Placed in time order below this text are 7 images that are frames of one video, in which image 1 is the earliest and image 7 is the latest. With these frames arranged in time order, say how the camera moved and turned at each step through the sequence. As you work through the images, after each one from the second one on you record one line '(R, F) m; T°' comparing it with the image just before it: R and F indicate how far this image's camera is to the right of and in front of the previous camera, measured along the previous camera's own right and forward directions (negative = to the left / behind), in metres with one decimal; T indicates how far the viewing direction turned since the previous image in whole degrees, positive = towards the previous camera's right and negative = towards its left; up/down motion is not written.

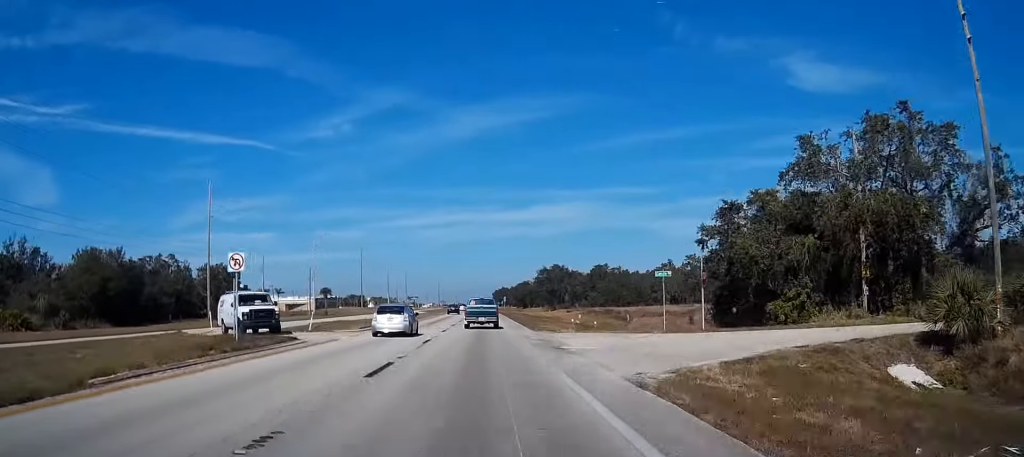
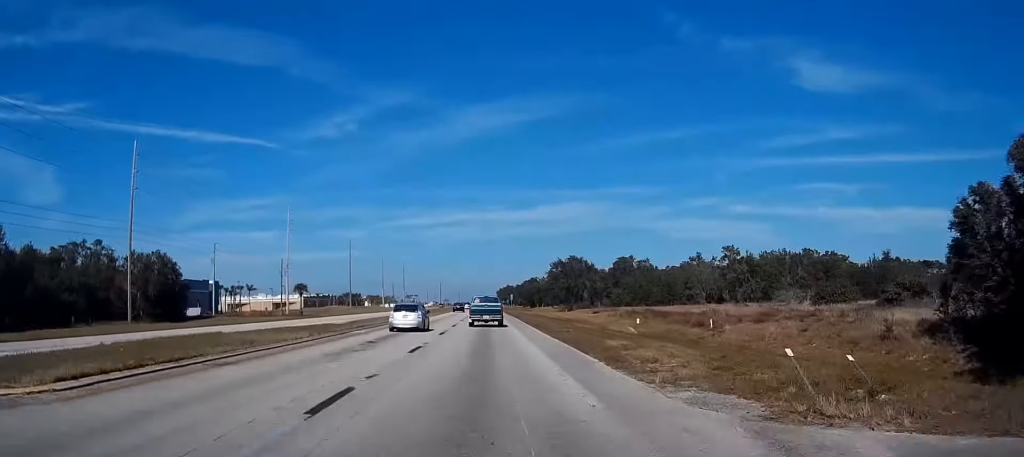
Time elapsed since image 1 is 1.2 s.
(0.0, +29.8) m; 0°
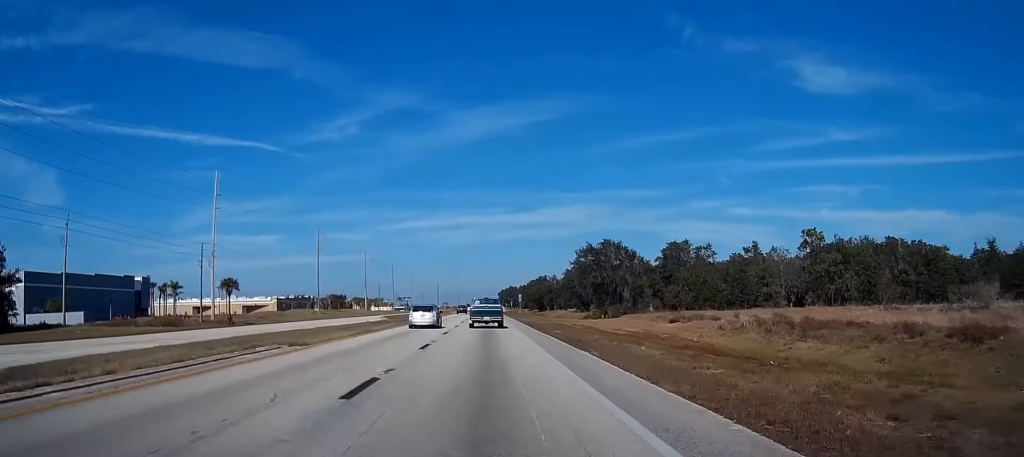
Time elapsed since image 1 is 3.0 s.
(0.0, +46.8) m; 0°
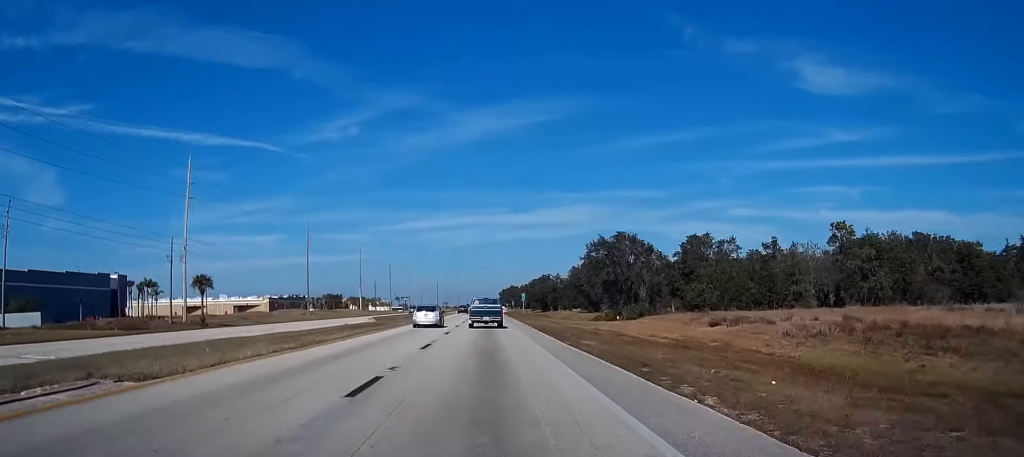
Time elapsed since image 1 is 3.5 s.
(0.0, +11.9) m; 0°
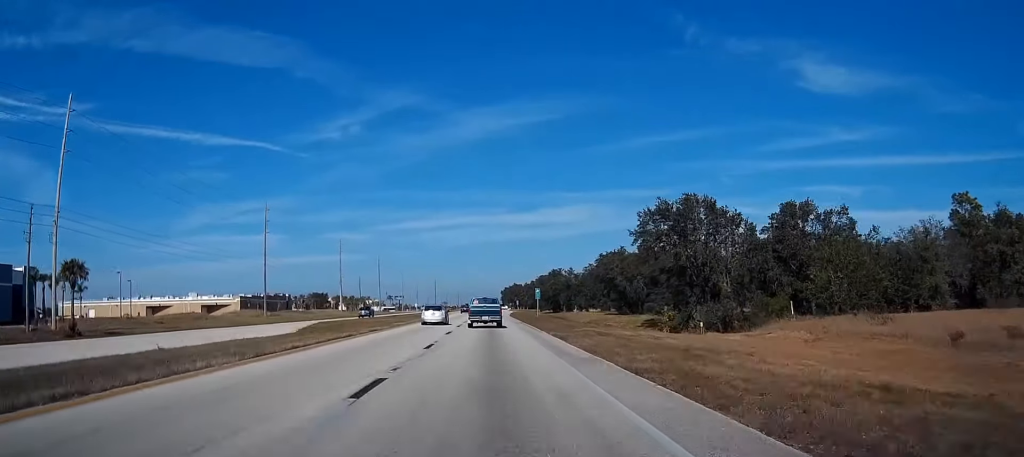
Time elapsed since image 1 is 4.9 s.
(0.0, +36.5) m; 0°
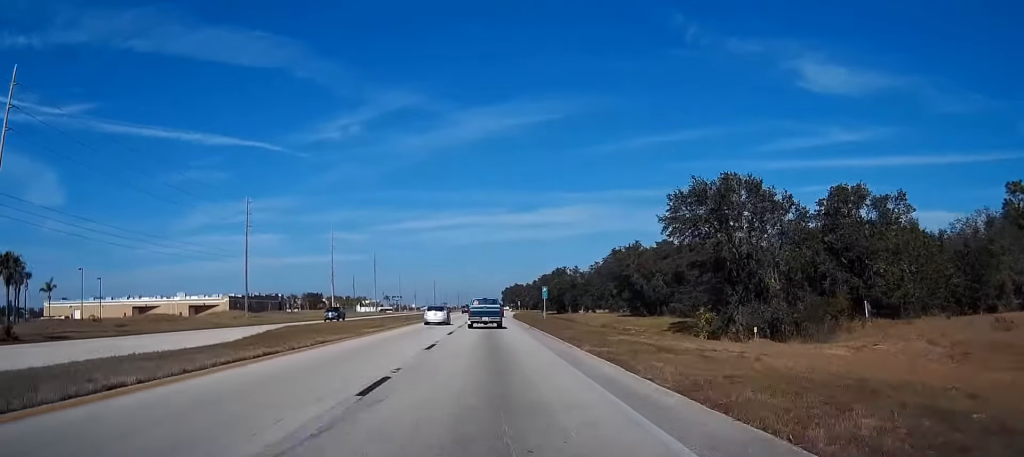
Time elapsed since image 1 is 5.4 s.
(0.0, +11.9) m; 0°
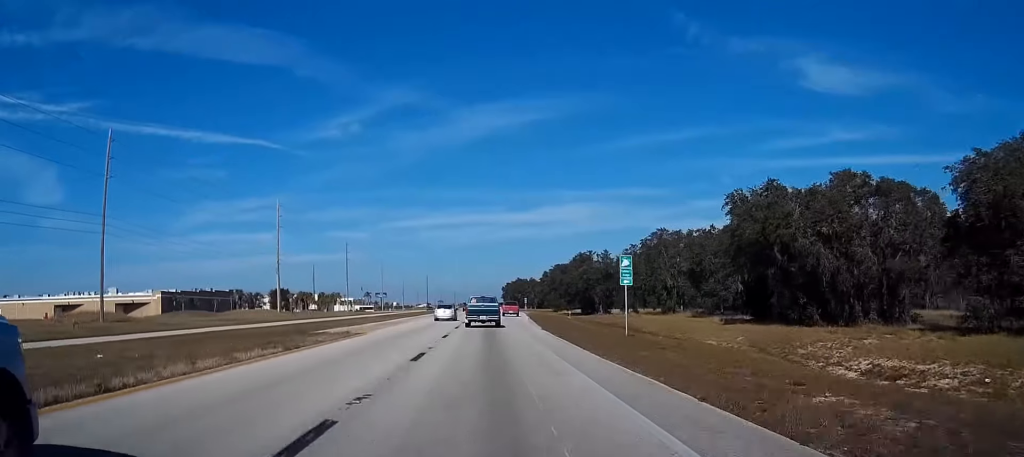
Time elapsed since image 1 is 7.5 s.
(+0.1, +53.4) m; 0°
